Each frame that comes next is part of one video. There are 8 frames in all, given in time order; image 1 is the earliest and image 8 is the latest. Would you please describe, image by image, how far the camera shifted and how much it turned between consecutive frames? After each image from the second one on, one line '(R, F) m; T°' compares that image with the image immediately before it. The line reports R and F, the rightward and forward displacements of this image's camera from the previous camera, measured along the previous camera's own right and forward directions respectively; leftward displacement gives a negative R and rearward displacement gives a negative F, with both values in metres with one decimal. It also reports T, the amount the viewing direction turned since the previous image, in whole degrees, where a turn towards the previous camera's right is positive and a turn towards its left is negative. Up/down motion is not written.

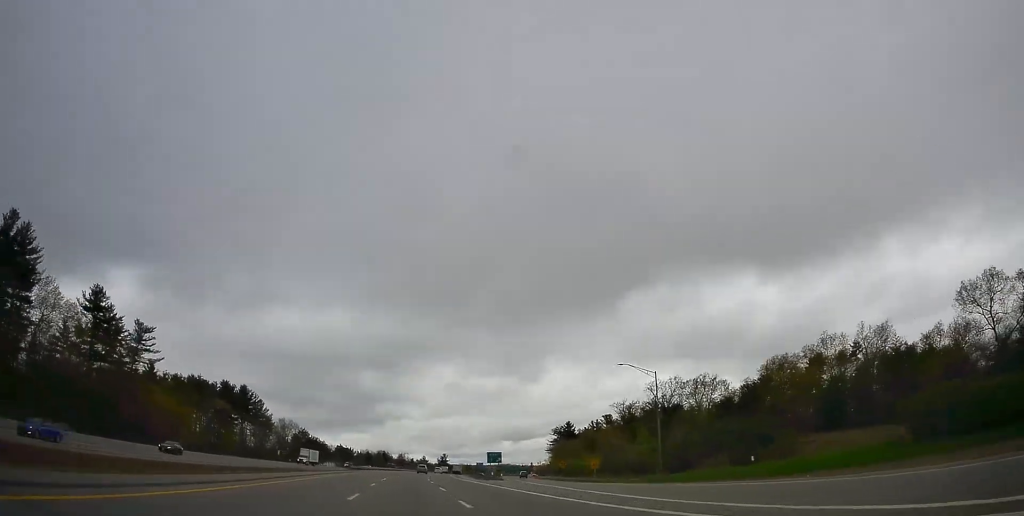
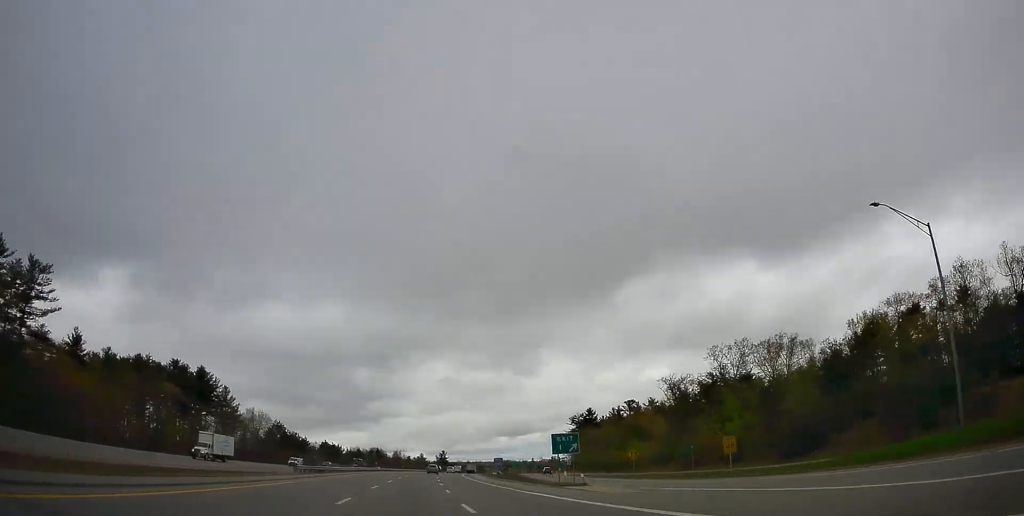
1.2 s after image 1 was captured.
(-0.3, +37.8) m; 0°
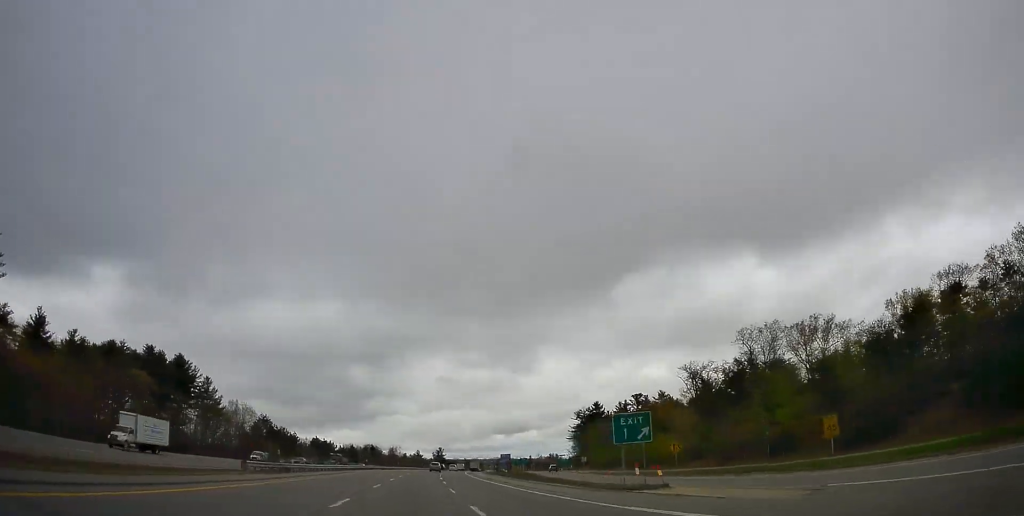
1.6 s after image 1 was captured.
(0.0, +13.7) m; 0°
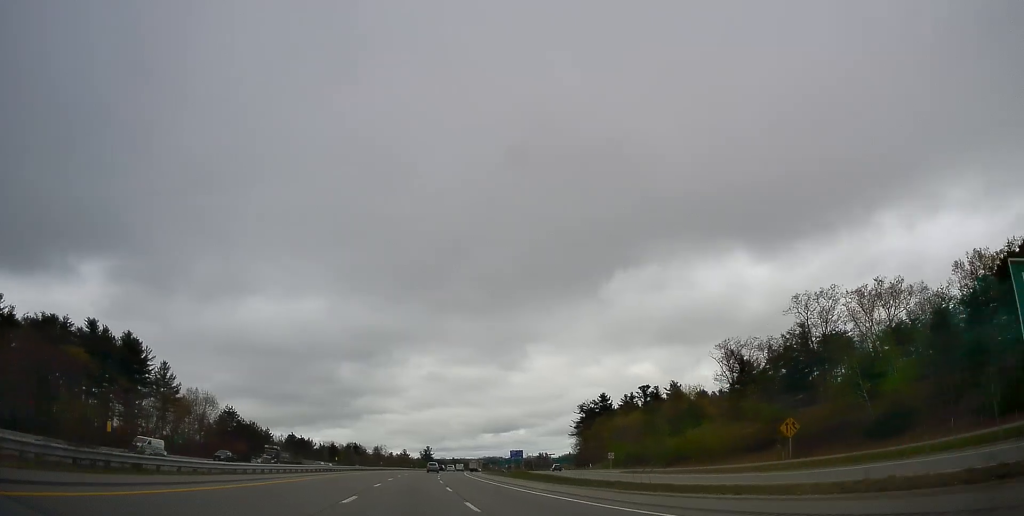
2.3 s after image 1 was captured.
(+0.1, +22.7) m; 0°
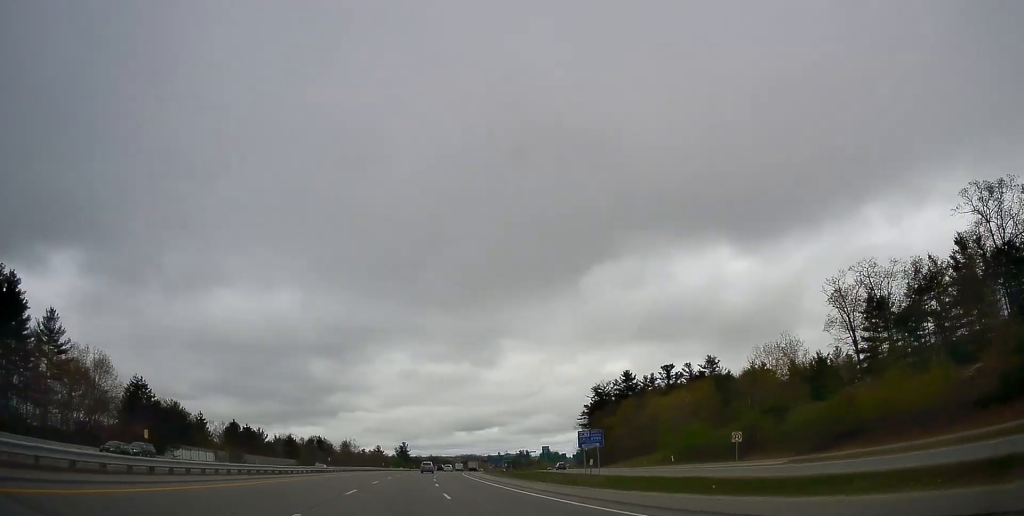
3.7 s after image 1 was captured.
(+0.3, +43.7) m; +2°
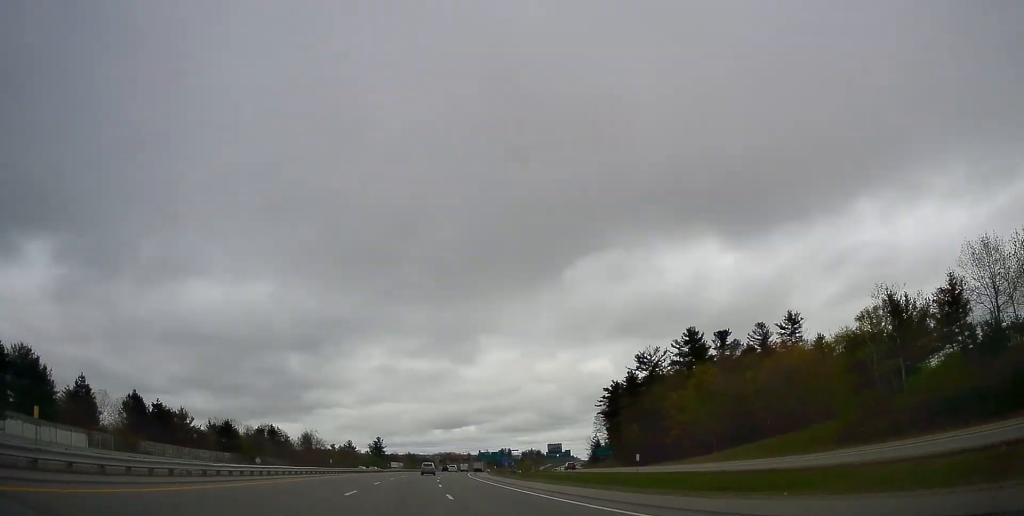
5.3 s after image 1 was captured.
(+1.1, +49.5) m; +2°
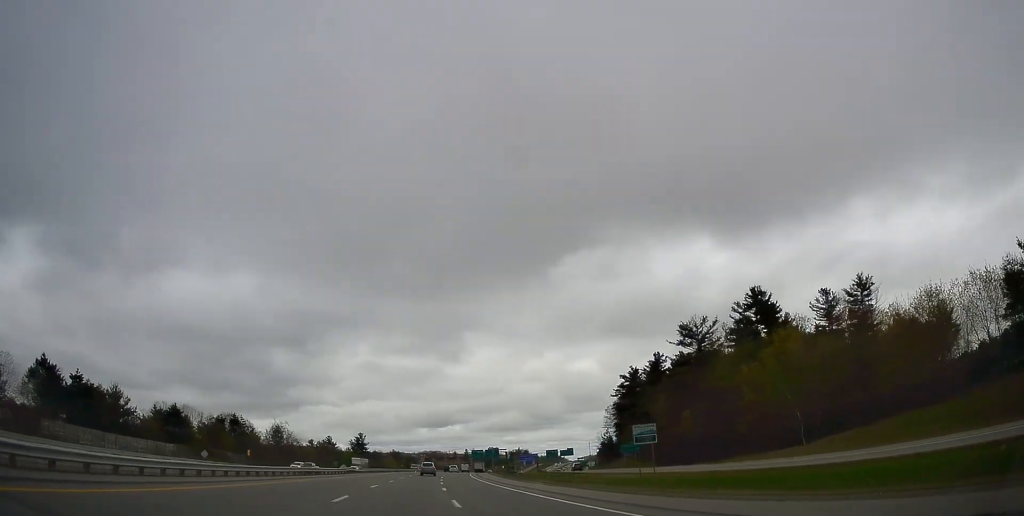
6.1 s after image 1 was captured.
(+0.3, +27.4) m; +1°
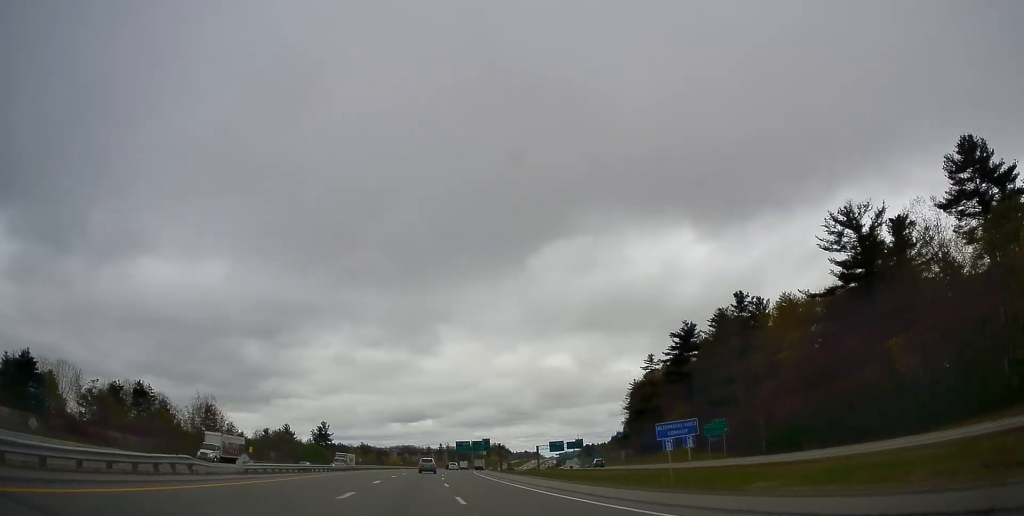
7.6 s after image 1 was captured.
(+1.1, +47.4) m; +2°
